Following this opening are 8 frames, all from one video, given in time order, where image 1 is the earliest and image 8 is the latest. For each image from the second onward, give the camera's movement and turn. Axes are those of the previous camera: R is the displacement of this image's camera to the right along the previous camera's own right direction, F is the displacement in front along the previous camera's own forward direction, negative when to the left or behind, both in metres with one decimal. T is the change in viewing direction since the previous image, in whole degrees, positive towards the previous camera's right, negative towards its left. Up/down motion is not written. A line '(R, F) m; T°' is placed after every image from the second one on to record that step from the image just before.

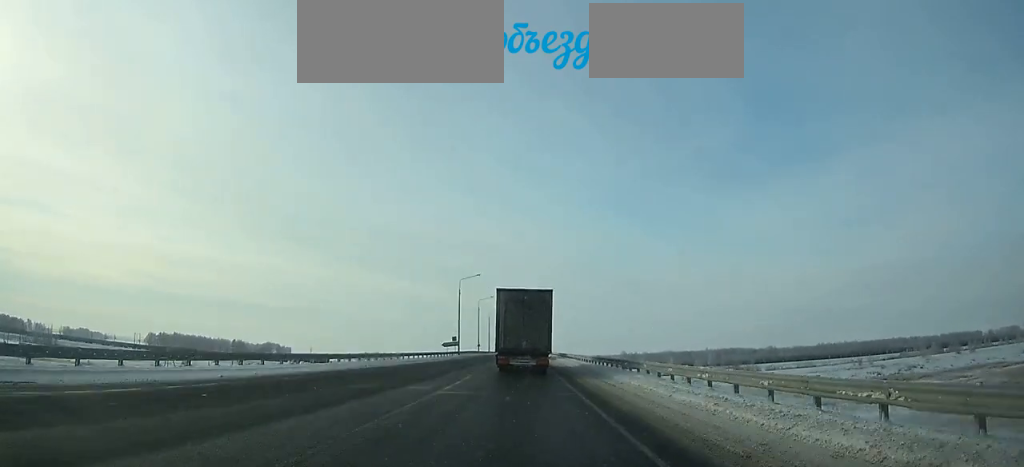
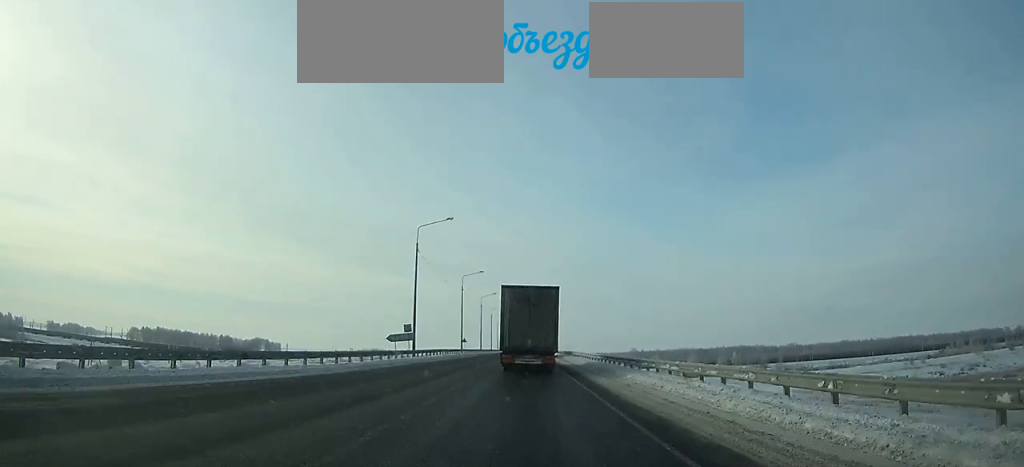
(0.0, +37.1) m; 0°
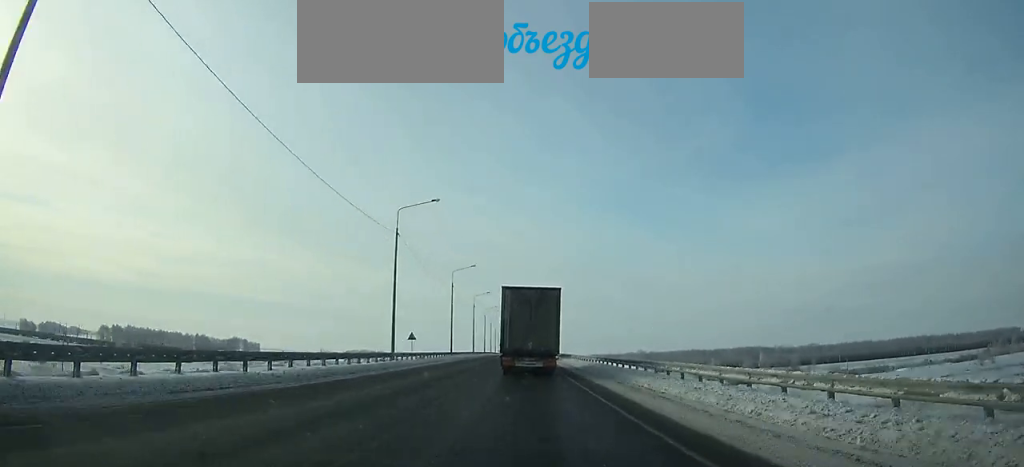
(+0.1, +42.5) m; 0°
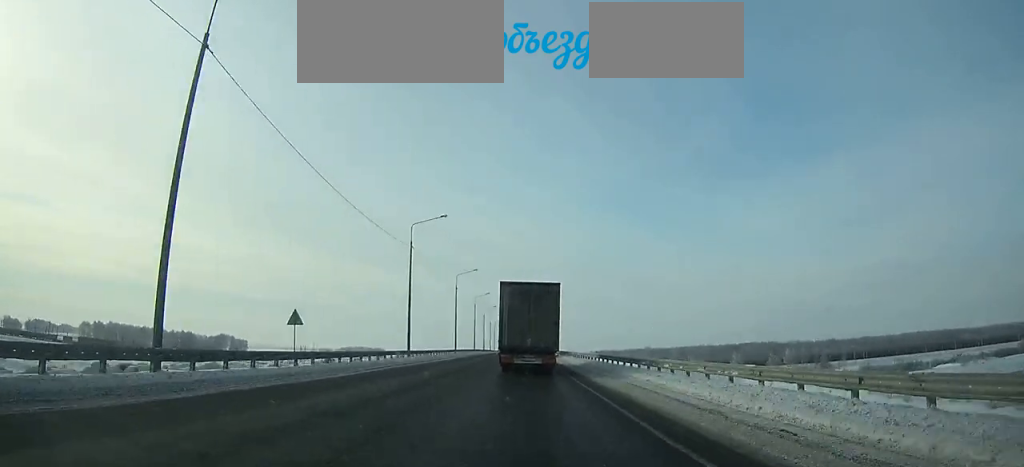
(0.0, +28.3) m; 0°
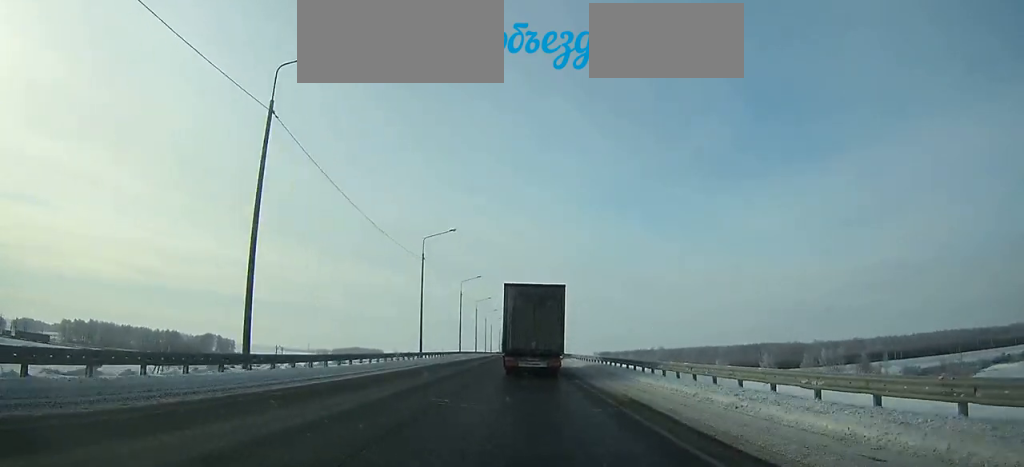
(0.0, +29.8) m; 0°
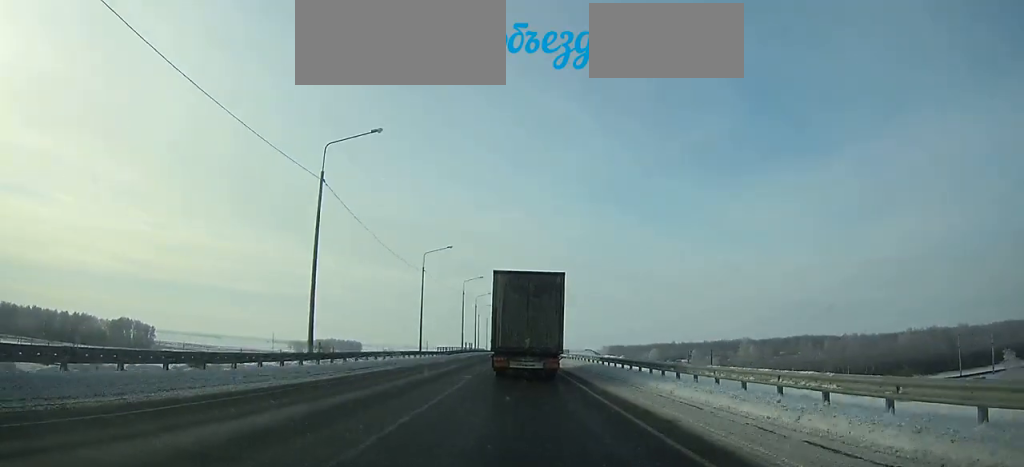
(+0.1, +132.0) m; 0°
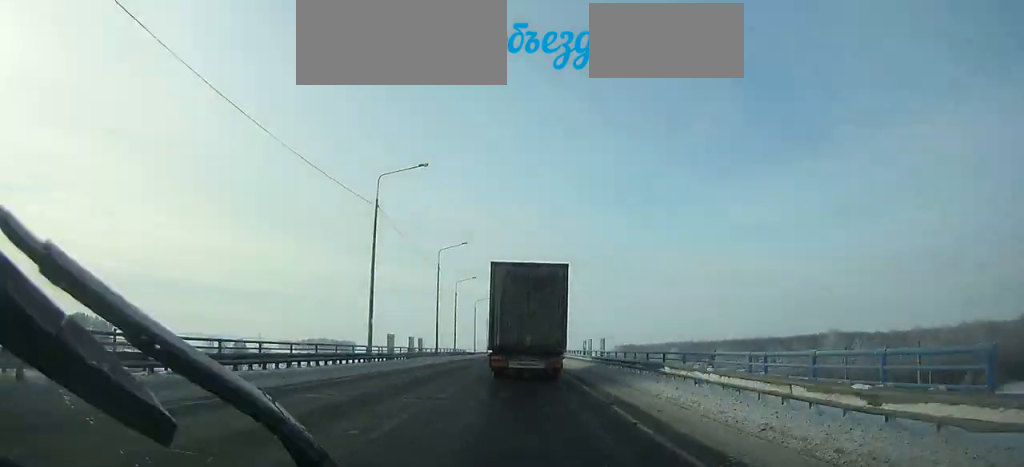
(-0.2, +57.9) m; 0°
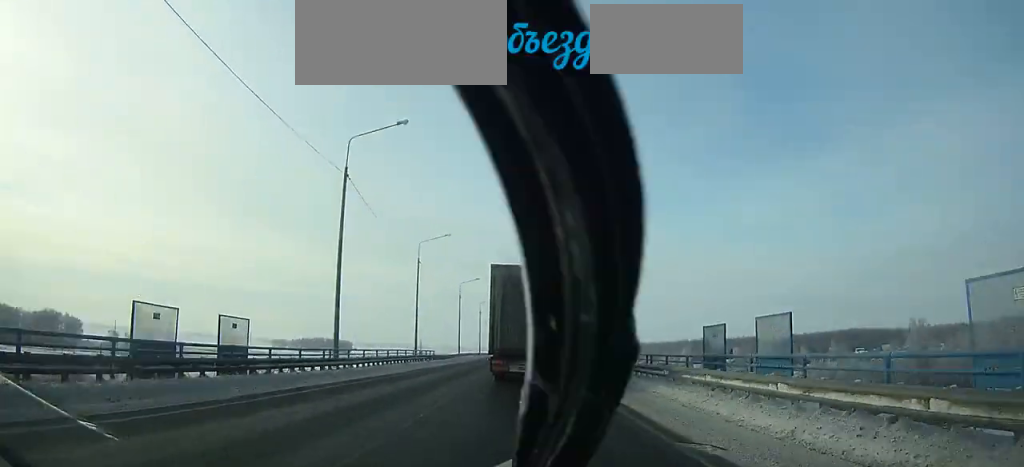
(+0.1, +34.5) m; 0°
